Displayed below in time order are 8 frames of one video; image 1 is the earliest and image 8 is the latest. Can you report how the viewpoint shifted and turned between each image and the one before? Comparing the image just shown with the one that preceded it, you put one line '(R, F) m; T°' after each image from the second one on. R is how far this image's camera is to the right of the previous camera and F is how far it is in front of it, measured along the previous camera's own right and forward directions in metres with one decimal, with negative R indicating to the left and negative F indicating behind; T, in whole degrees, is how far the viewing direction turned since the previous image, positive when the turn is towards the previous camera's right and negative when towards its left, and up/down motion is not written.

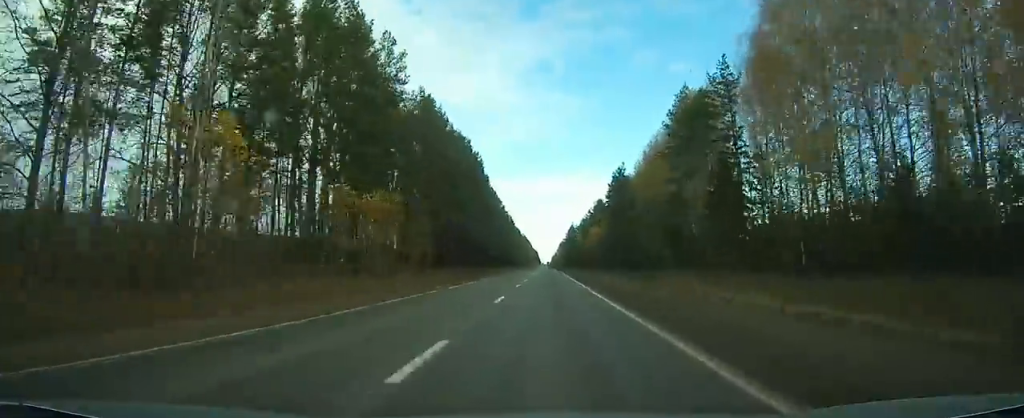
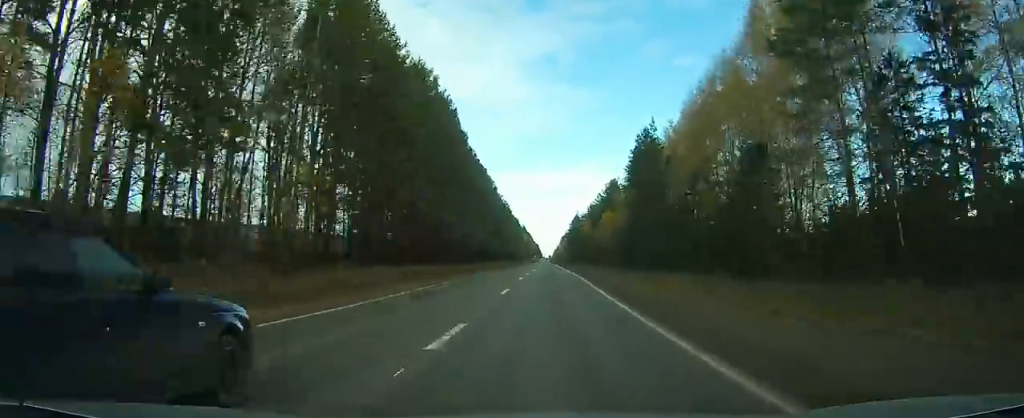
(-2.0, +34.3) m; -2°
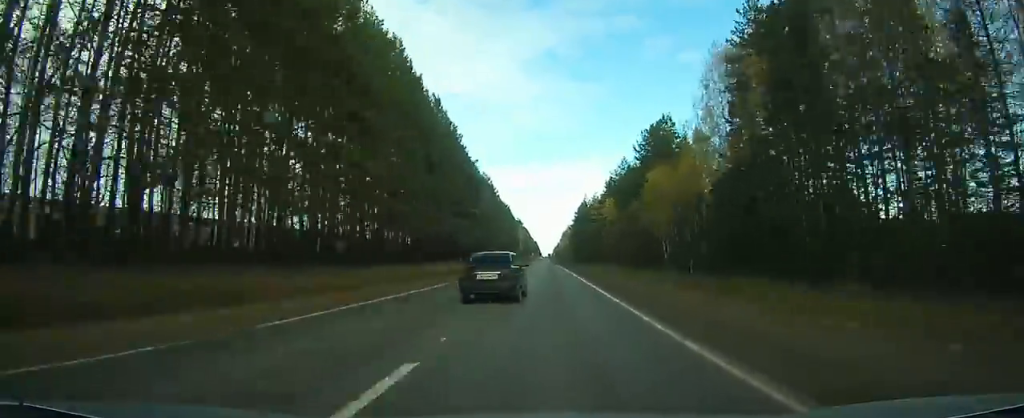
(+3.4, +65.2) m; +4°
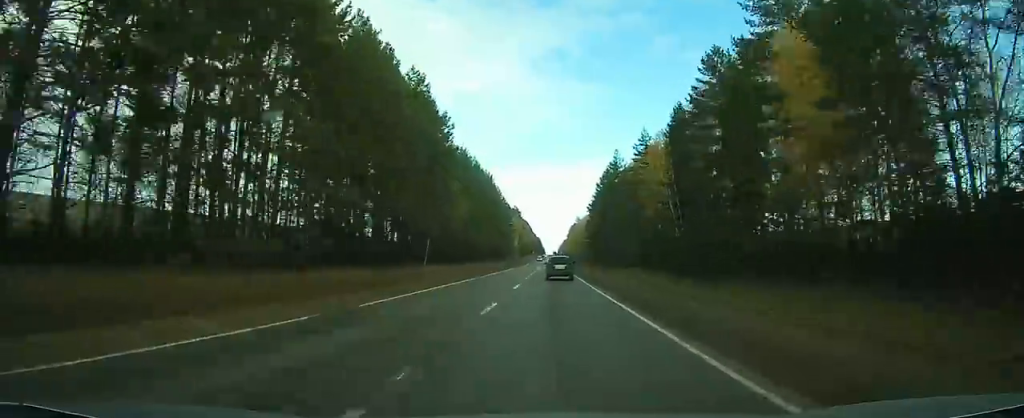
(+1.2, +87.0) m; +1°
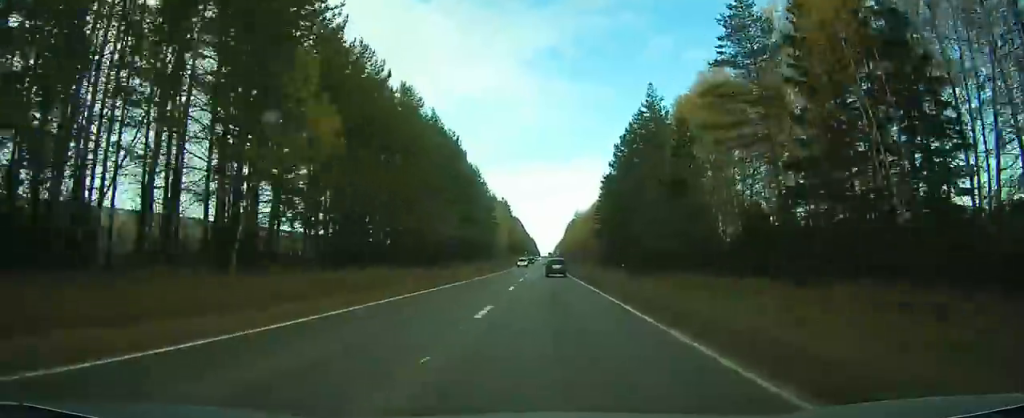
(-0.1, +49.0) m; 0°
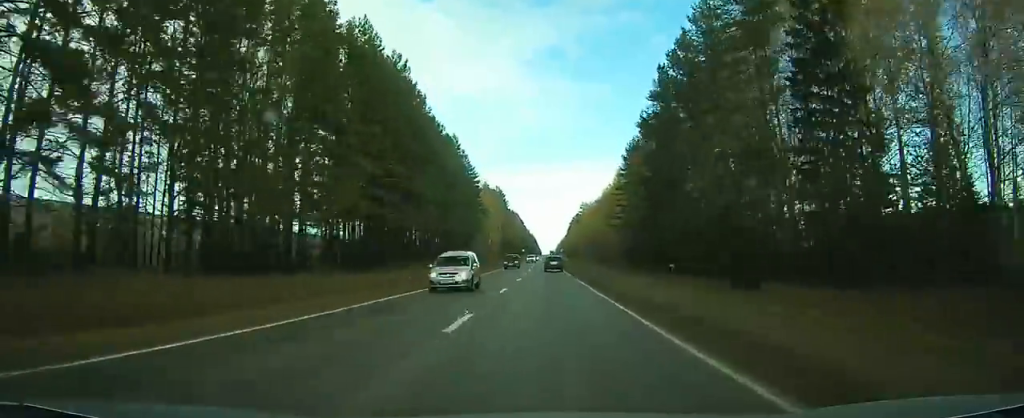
(-0.2, +38.3) m; 0°
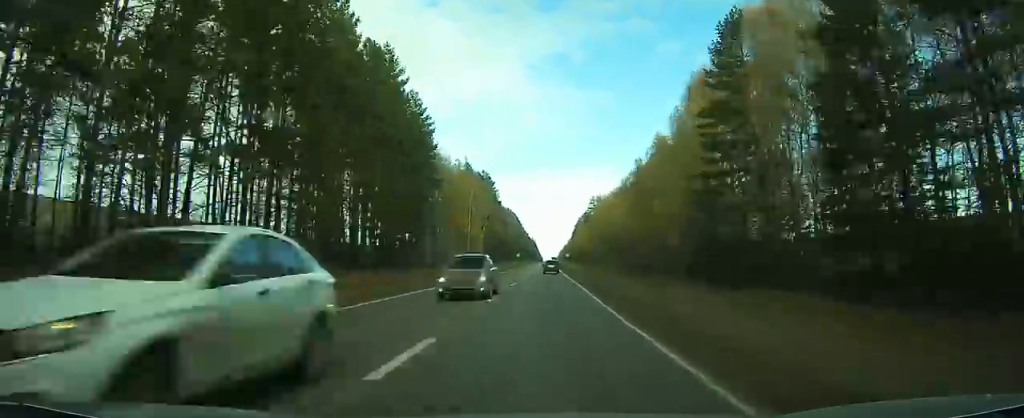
(-0.2, +51.5) m; 0°
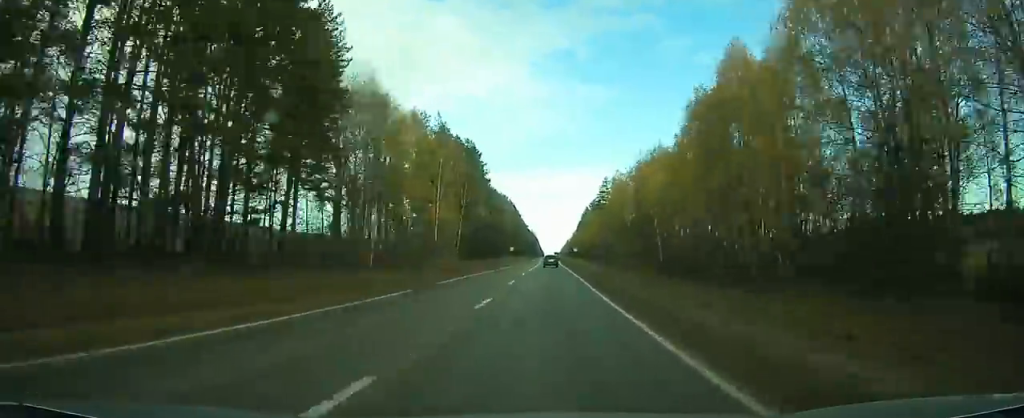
(0.0, +38.8) m; 0°
